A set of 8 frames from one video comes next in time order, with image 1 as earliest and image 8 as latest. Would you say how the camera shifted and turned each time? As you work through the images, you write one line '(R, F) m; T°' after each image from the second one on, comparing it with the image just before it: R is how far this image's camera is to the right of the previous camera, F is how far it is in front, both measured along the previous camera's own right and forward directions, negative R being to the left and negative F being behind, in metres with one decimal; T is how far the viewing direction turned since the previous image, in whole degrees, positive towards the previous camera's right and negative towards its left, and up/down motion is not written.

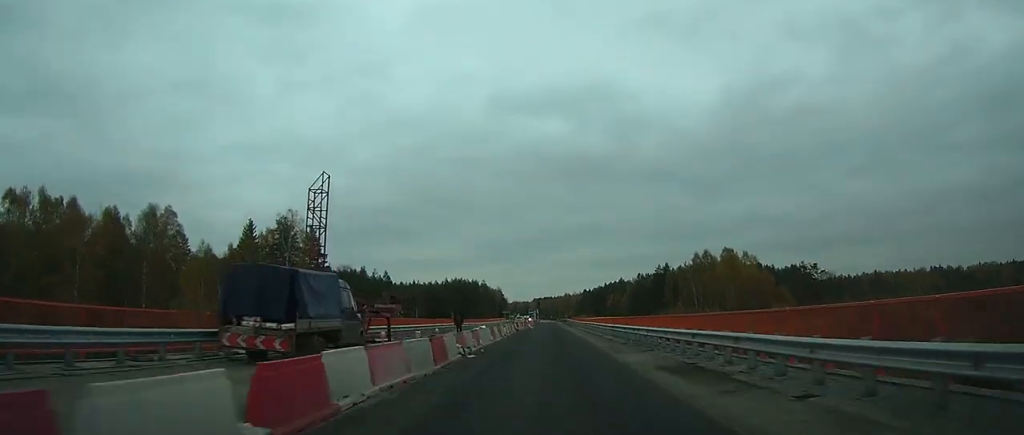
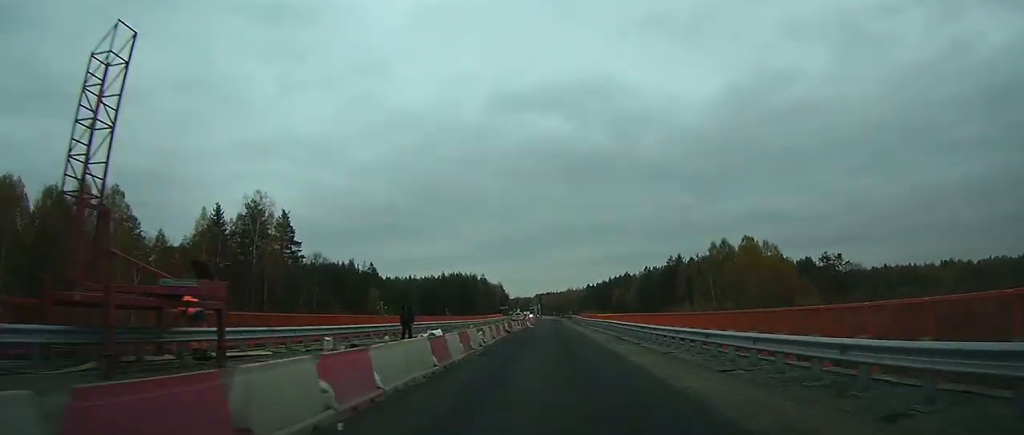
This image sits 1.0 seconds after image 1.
(-0.1, +13.9) m; 0°
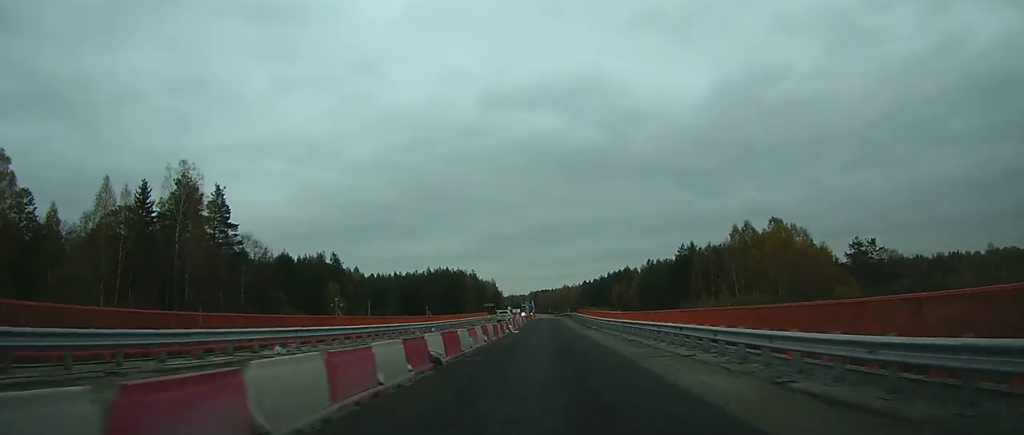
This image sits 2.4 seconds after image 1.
(0.0, +21.0) m; 0°
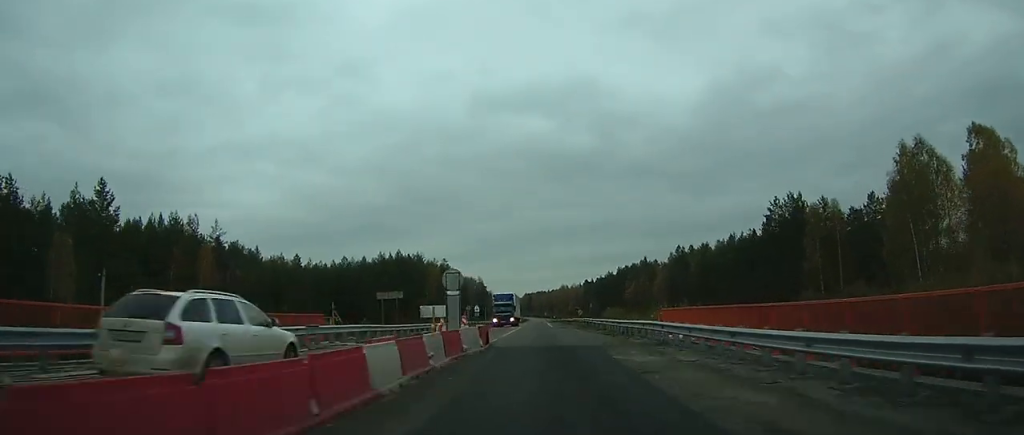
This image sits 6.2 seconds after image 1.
(+0.6, +67.9) m; 0°
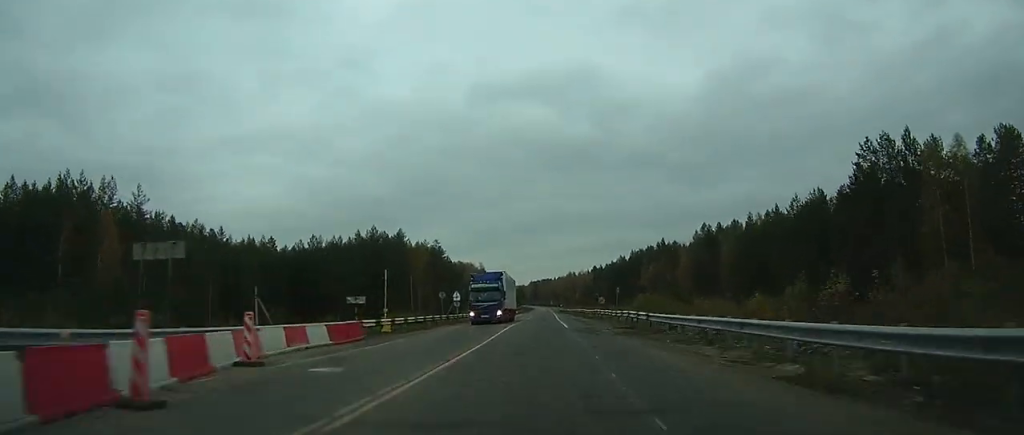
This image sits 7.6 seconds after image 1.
(0.0, +27.6) m; -1°
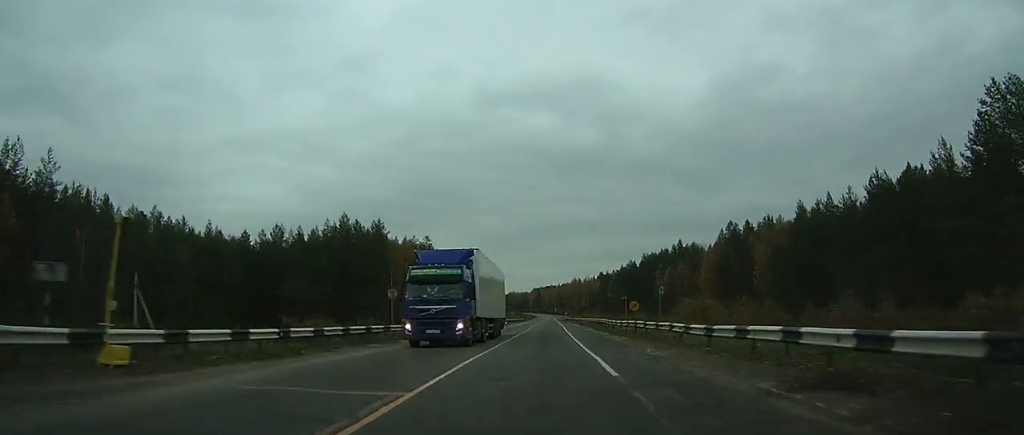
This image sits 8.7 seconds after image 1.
(-0.2, +21.6) m; 0°
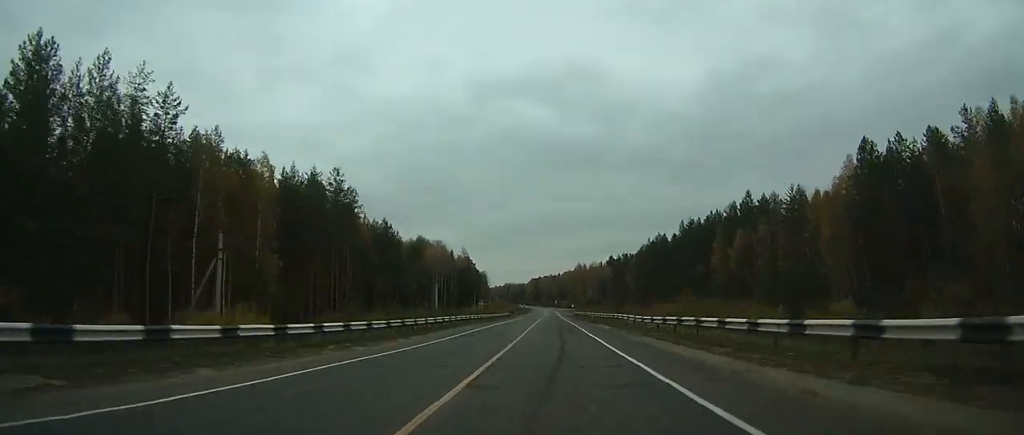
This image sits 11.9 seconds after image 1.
(-0.5, +67.0) m; 0°
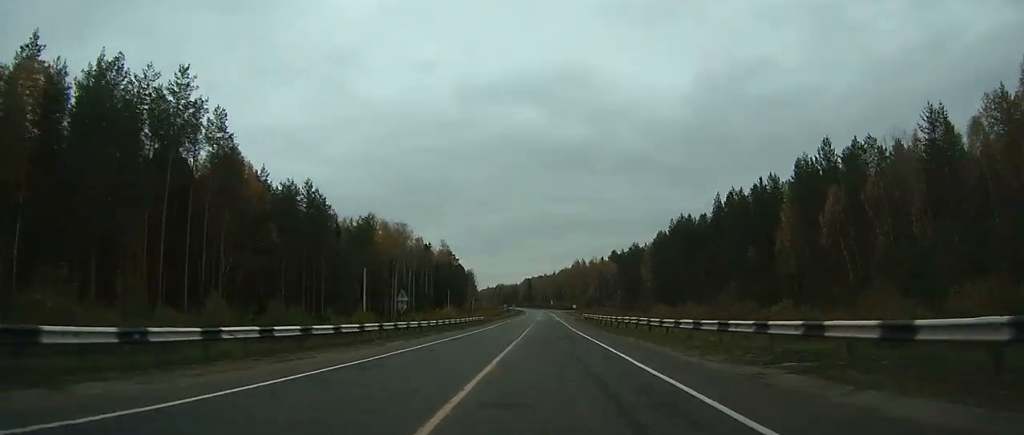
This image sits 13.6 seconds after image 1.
(+0.2, +39.0) m; +1°
